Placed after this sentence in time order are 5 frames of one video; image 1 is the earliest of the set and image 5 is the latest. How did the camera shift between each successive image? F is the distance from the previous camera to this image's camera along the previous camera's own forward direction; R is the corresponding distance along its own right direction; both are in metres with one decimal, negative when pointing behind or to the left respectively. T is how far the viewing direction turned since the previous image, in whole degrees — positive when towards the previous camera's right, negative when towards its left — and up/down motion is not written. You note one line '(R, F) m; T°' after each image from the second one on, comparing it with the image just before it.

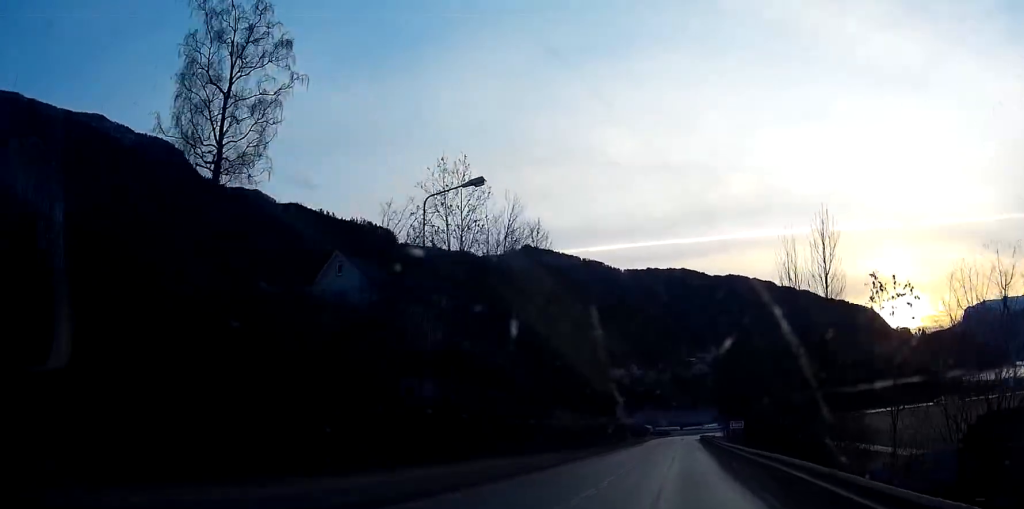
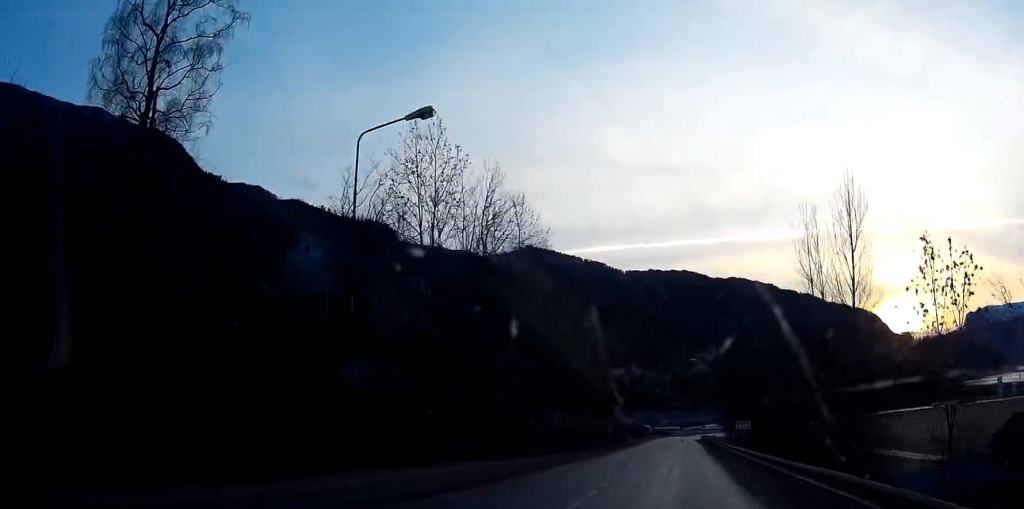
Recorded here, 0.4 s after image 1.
(0.0, +5.6) m; 0°
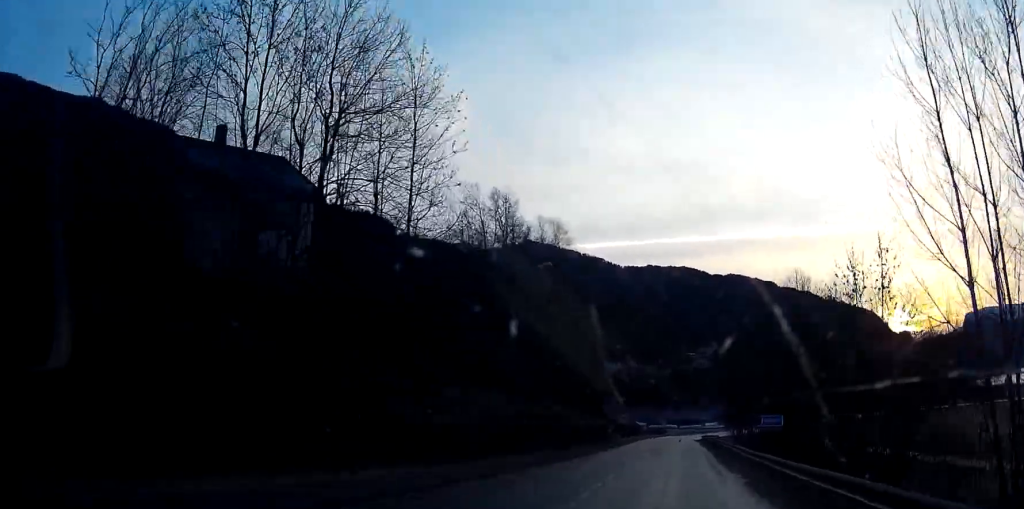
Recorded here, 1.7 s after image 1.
(0.0, +18.0) m; +1°
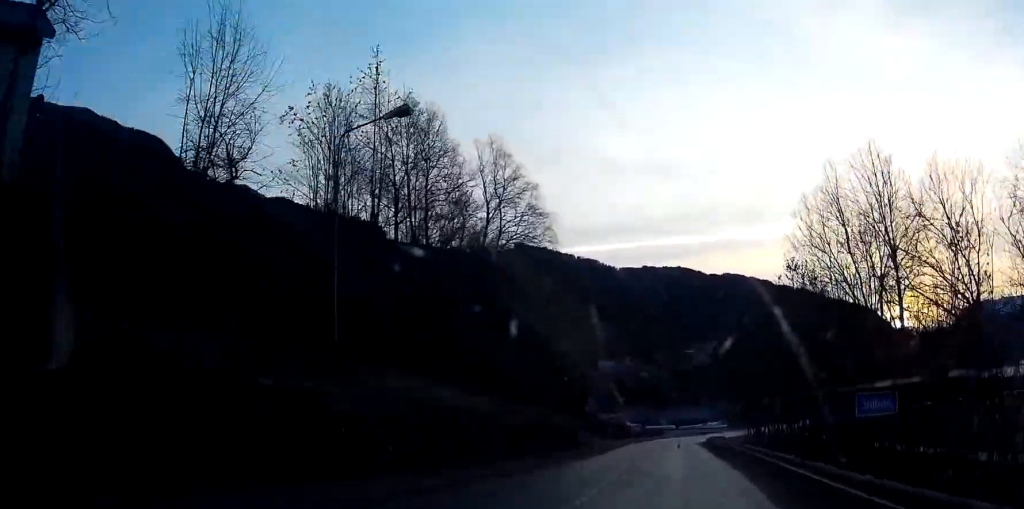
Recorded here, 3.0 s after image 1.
(+0.1, +19.2) m; 0°
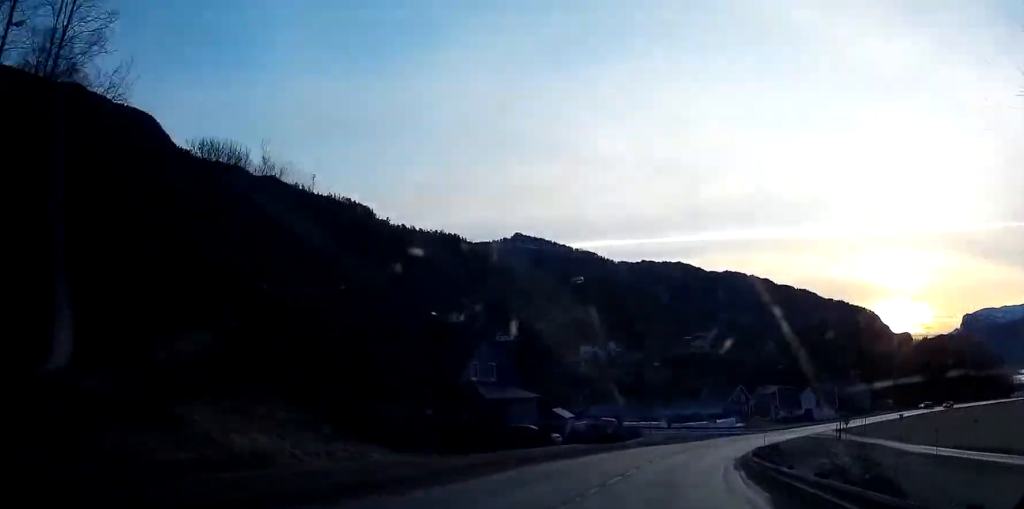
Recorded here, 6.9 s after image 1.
(-0.4, +57.3) m; 0°
